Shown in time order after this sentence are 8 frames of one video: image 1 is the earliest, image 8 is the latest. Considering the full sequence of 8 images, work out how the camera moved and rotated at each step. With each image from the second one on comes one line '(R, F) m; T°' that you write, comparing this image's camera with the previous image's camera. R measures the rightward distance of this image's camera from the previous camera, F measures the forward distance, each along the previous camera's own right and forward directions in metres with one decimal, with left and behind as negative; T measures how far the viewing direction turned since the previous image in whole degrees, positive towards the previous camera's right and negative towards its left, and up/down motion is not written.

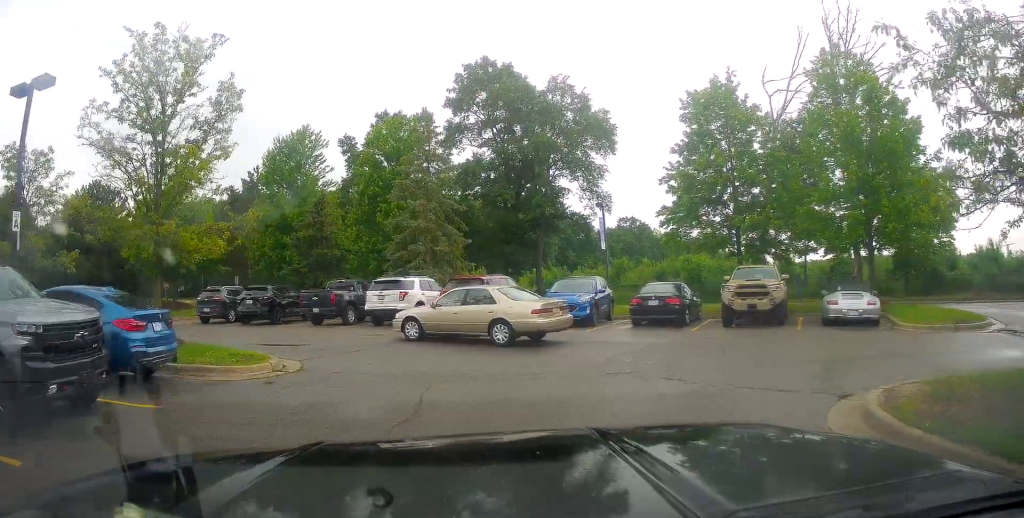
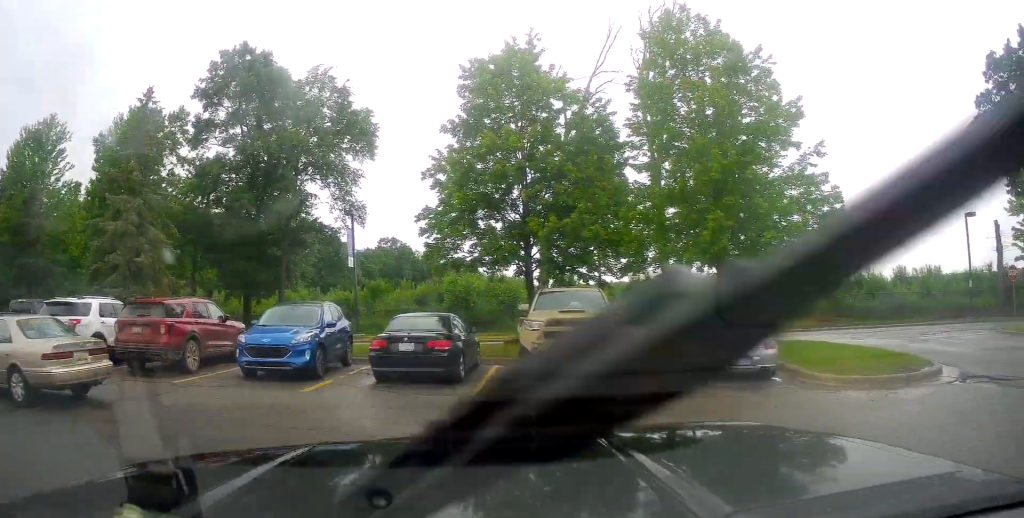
(+1.7, +6.5) m; +35°
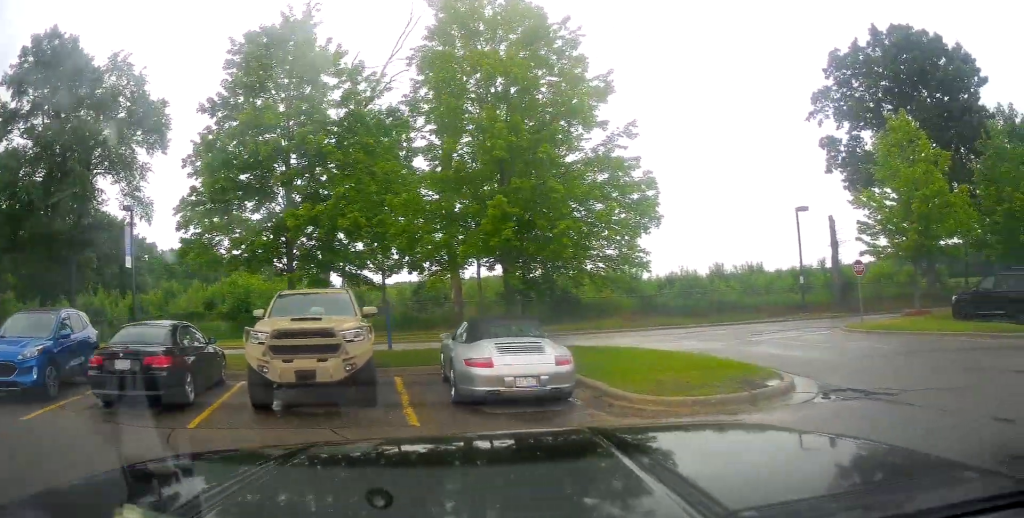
(+0.6, +2.6) m; +22°
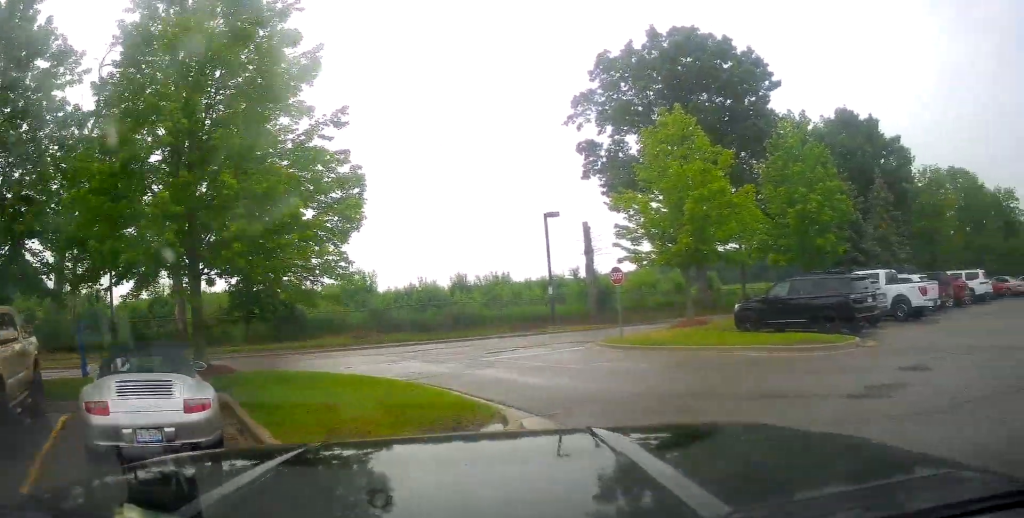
(+0.8, +3.1) m; +21°
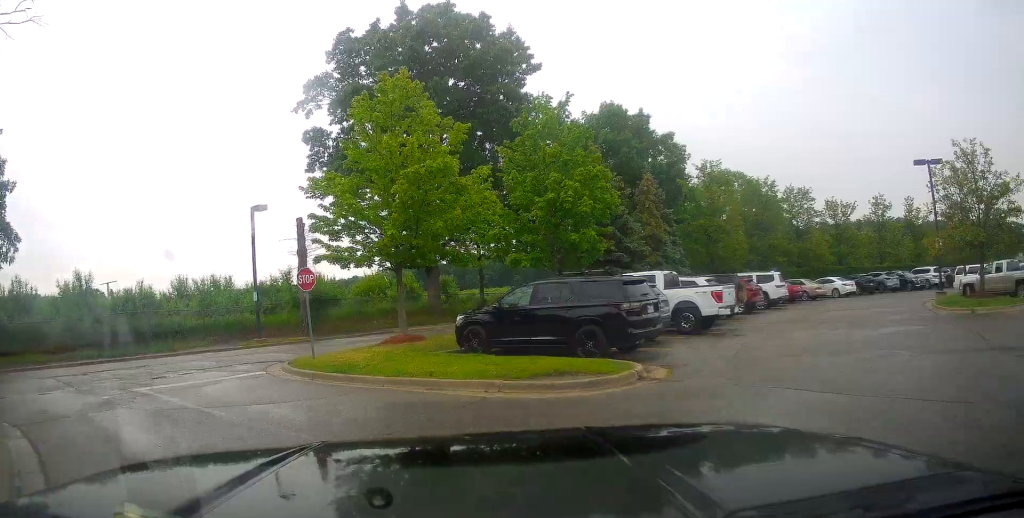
(+1.0, +4.3) m; +24°
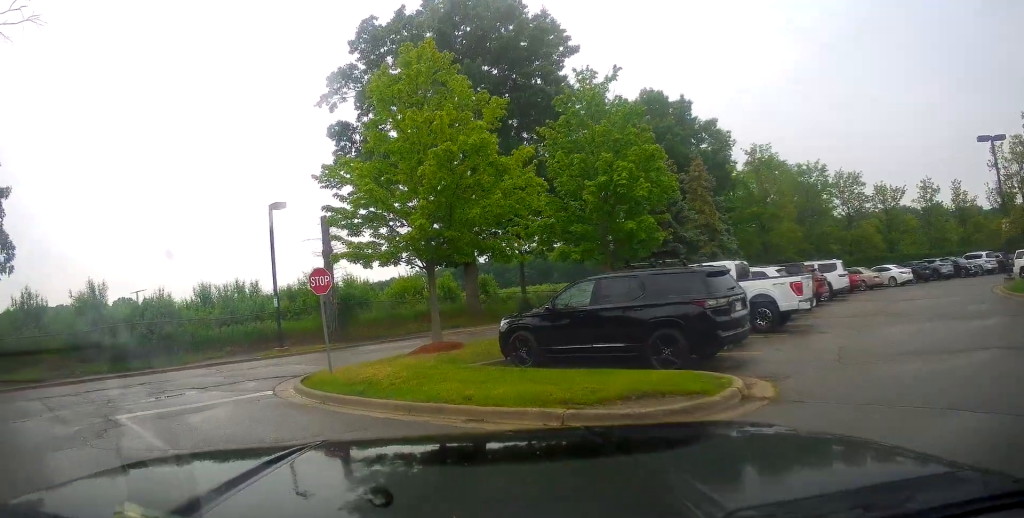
(-0.2, +2.3) m; +6°
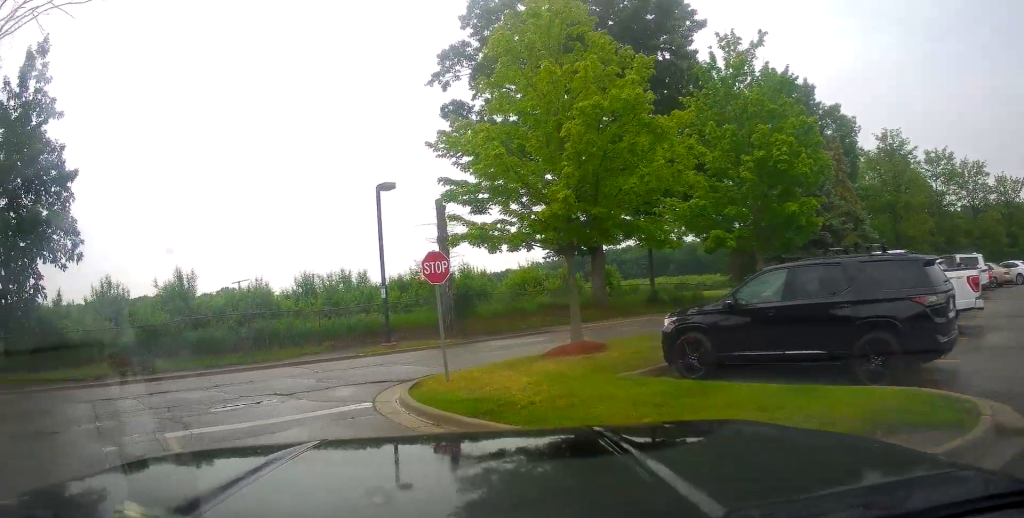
(+0.3, +2.1) m; -14°
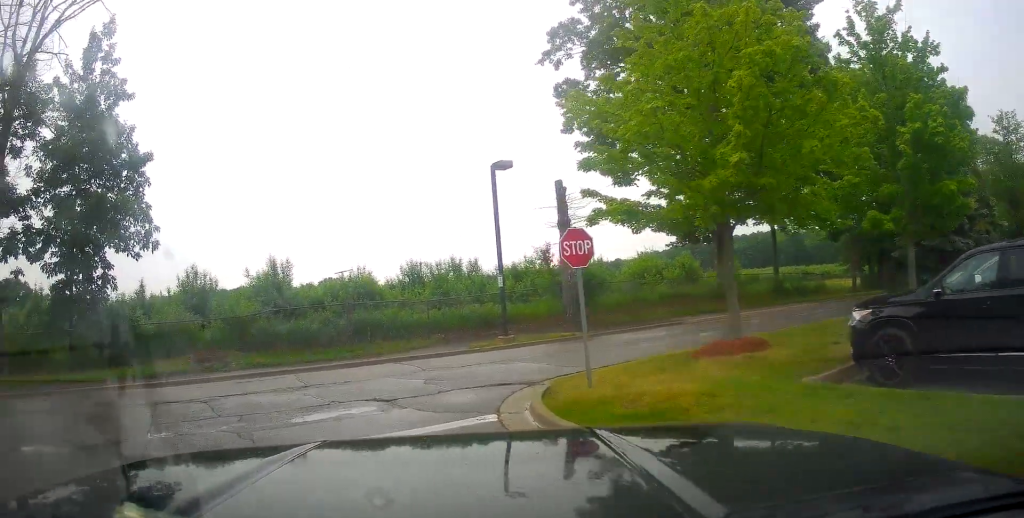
(+0.3, +1.5) m; -11°
